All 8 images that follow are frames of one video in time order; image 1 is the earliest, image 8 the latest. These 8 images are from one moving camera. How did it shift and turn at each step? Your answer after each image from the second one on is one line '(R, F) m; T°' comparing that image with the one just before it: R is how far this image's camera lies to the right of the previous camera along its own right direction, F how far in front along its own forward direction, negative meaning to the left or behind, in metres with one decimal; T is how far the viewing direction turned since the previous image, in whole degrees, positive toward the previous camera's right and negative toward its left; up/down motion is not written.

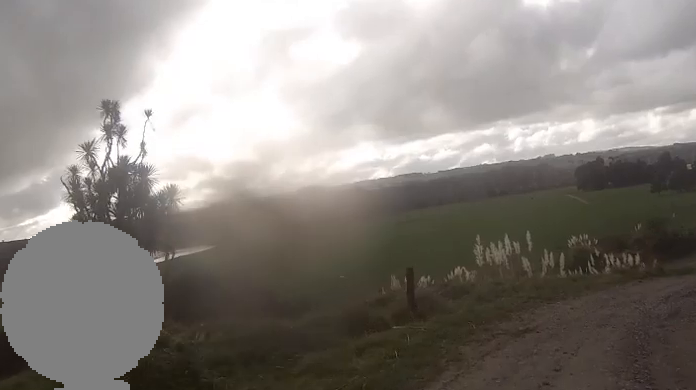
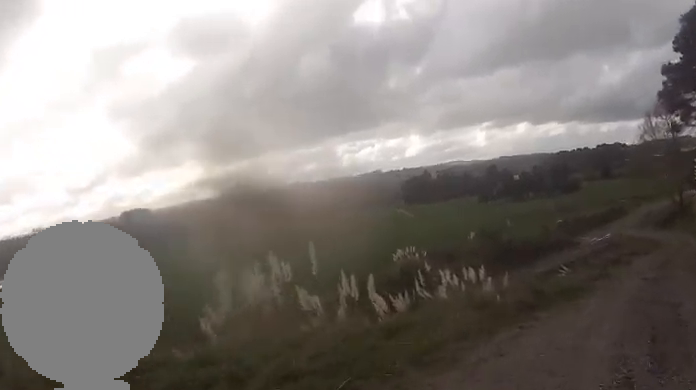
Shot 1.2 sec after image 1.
(+1.9, +8.3) m; +19°
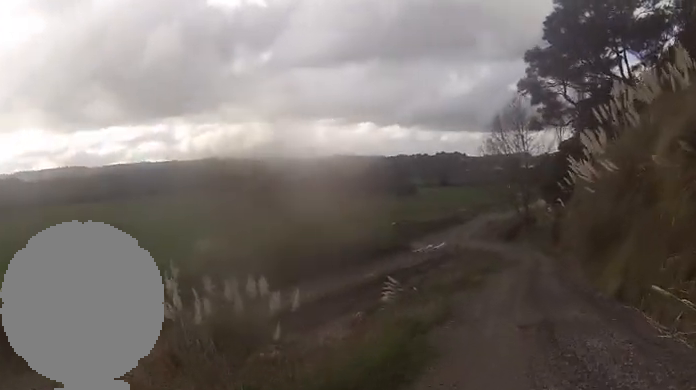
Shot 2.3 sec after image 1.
(+0.7, +7.9) m; +5°
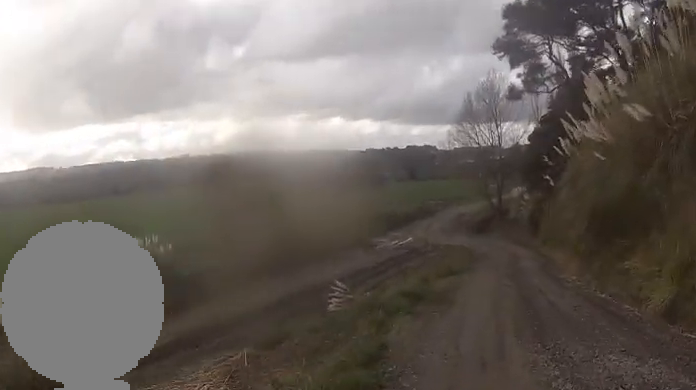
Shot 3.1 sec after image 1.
(0.0, +6.4) m; 0°
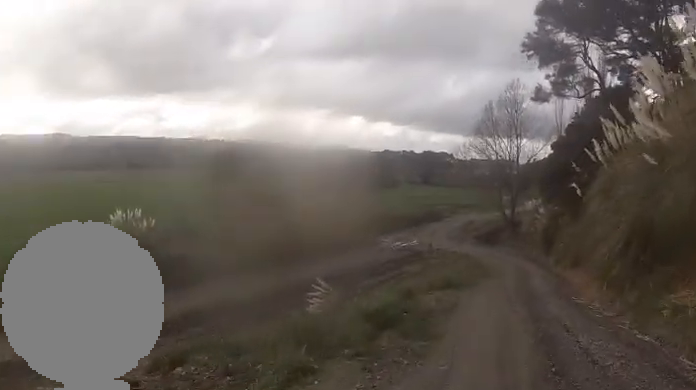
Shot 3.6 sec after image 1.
(0.0, +3.7) m; 0°
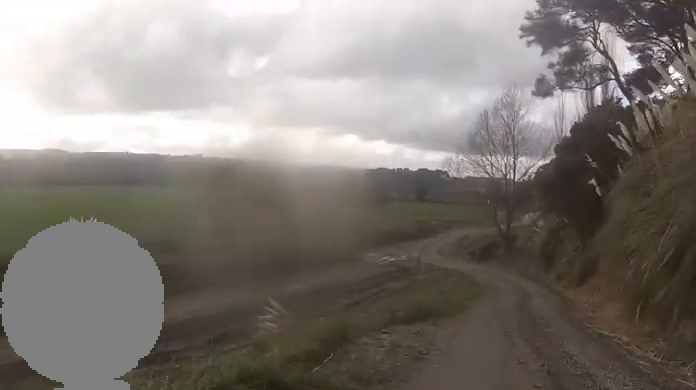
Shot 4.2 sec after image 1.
(0.0, +4.5) m; 0°
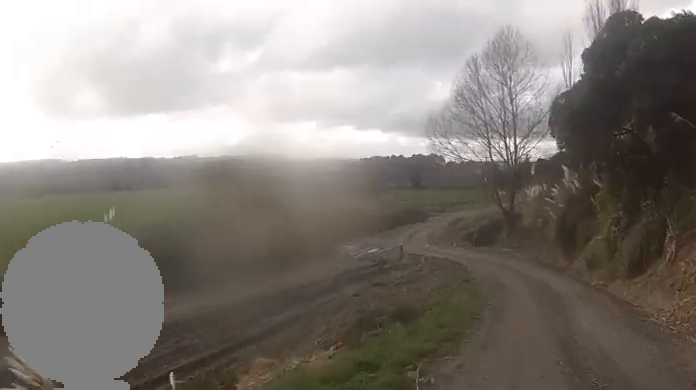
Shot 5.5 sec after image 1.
(0.0, +11.0) m; 0°
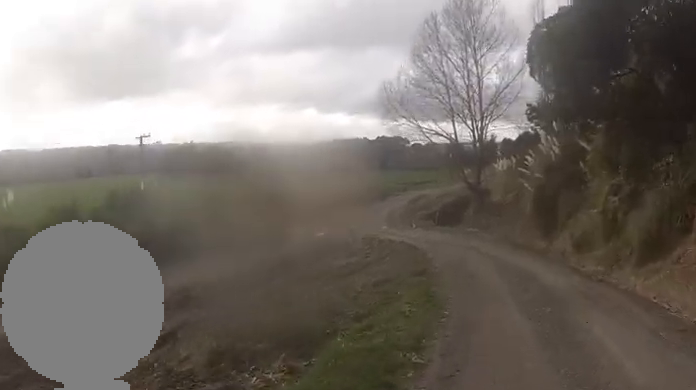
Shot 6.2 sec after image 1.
(0.0, +5.4) m; +2°
